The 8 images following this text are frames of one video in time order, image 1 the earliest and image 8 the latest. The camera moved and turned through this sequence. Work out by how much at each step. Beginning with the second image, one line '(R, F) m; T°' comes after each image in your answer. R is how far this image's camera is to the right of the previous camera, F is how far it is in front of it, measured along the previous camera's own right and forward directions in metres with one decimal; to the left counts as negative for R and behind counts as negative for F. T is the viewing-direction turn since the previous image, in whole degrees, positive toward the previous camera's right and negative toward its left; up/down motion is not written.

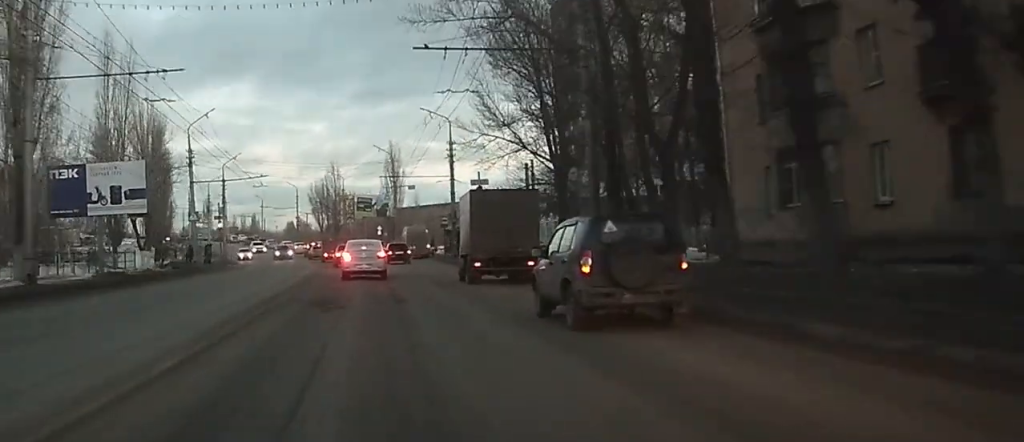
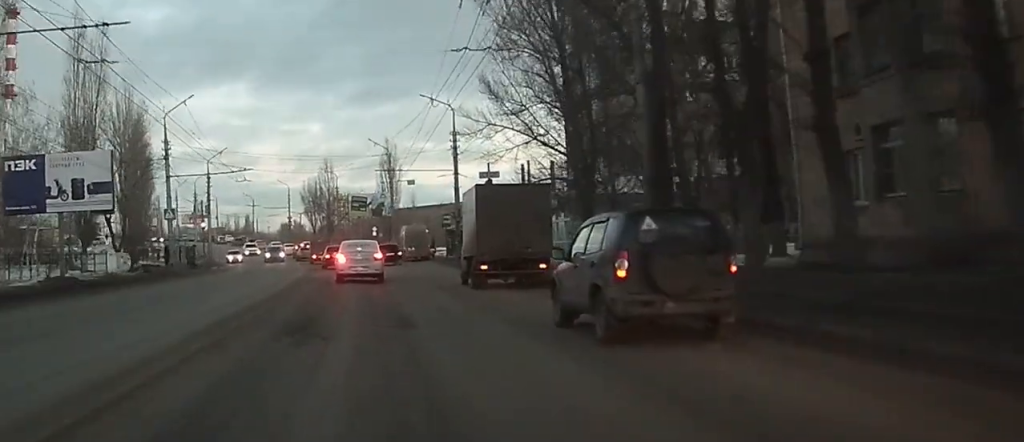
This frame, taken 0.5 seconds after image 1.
(-0.1, +6.1) m; -1°
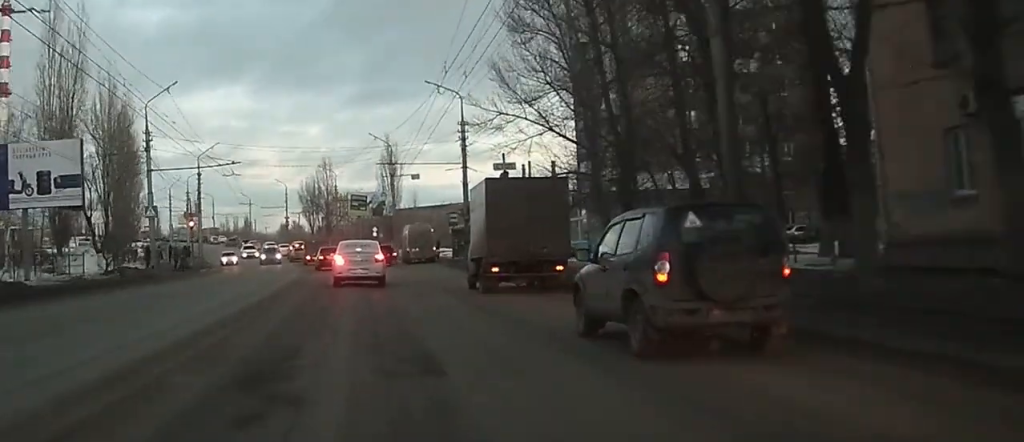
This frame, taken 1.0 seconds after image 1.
(0.0, +5.3) m; -1°
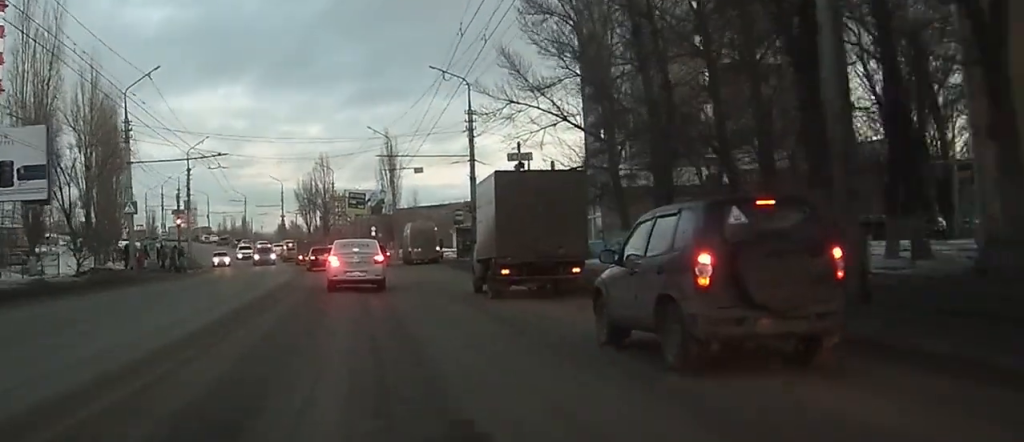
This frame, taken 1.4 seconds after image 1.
(0.0, +4.4) m; 0°
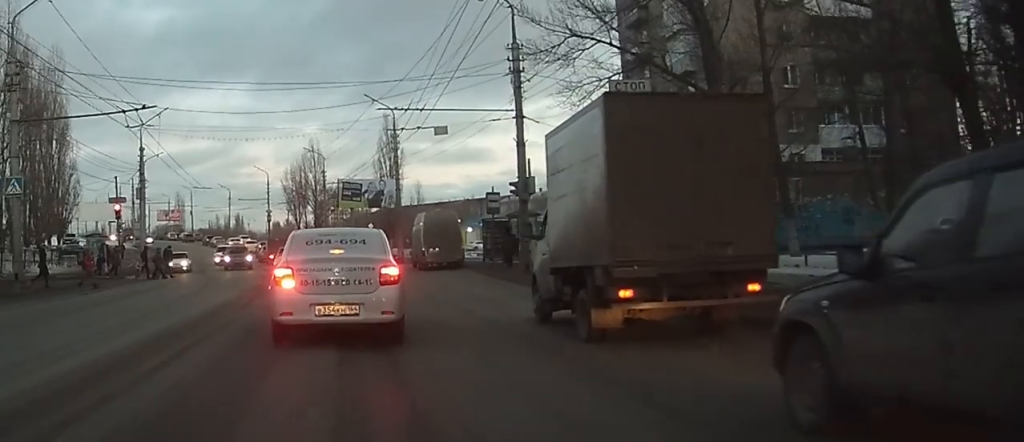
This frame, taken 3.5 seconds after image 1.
(+0.1, +16.1) m; +1°
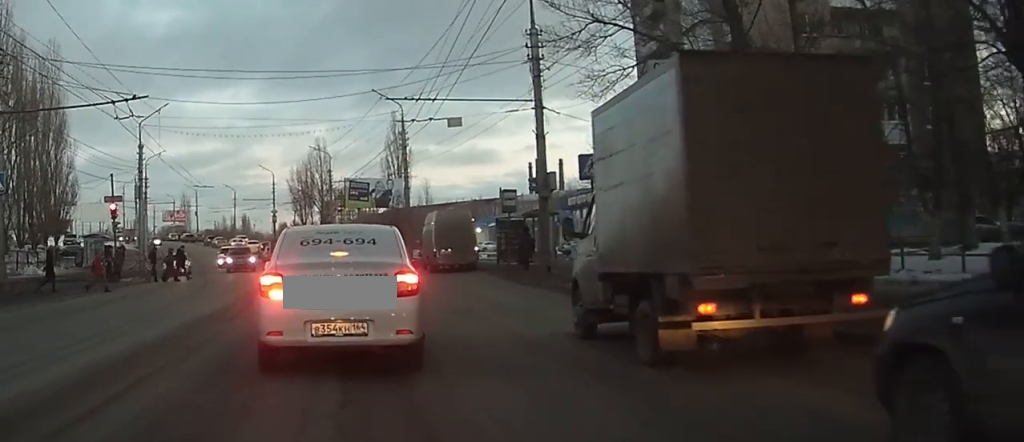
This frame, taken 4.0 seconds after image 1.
(0.0, +2.8) m; 0°
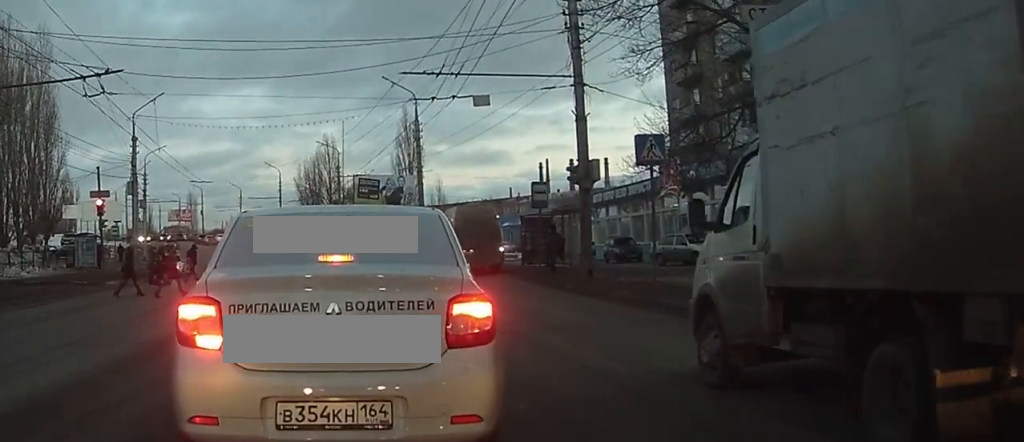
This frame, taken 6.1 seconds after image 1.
(-0.5, +5.5) m; -6°
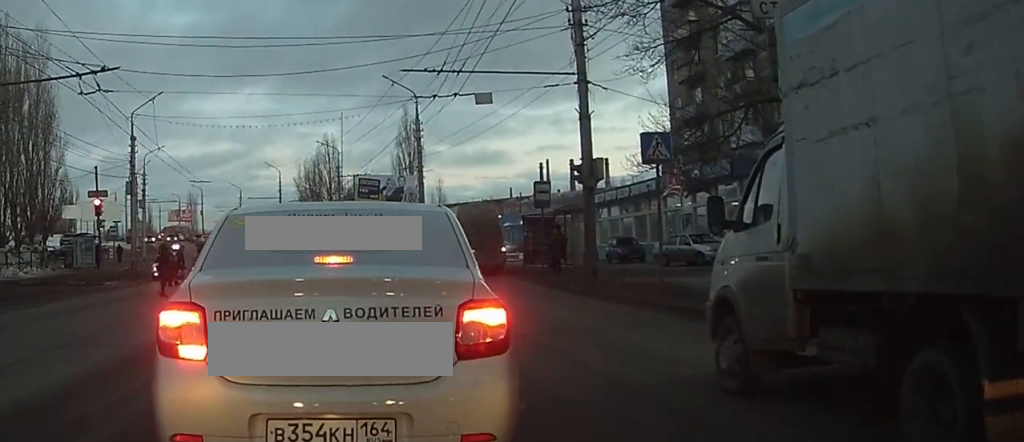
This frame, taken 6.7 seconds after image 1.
(+0.1, +0.5) m; 0°
